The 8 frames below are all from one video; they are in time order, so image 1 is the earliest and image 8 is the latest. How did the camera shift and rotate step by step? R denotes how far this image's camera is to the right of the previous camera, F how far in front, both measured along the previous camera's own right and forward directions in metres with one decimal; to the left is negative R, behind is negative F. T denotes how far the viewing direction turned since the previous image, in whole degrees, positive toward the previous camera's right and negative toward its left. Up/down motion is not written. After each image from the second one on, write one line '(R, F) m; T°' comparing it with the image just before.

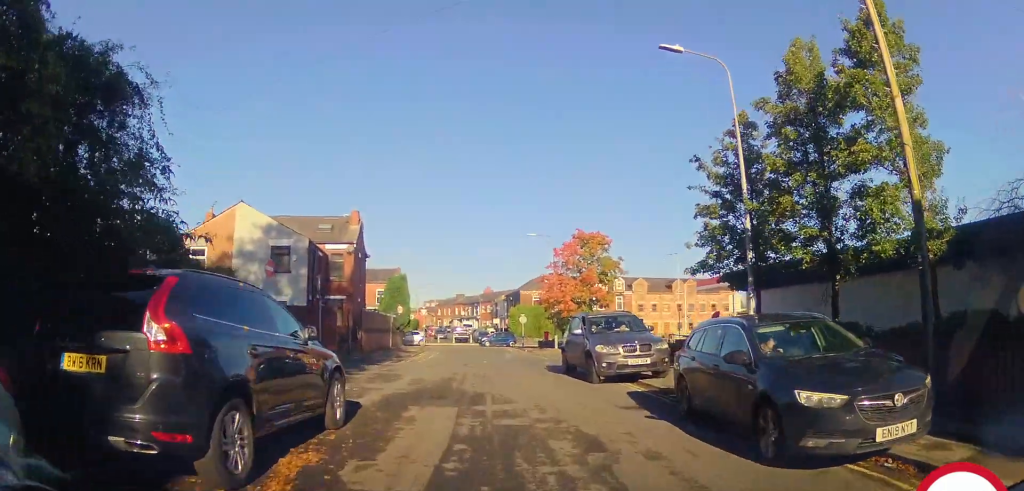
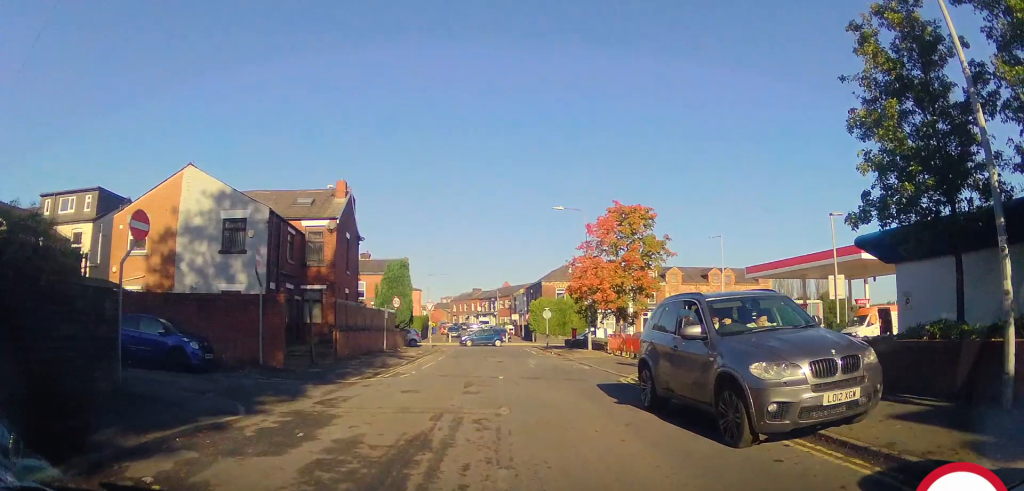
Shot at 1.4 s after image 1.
(-0.7, +7.7) m; -8°
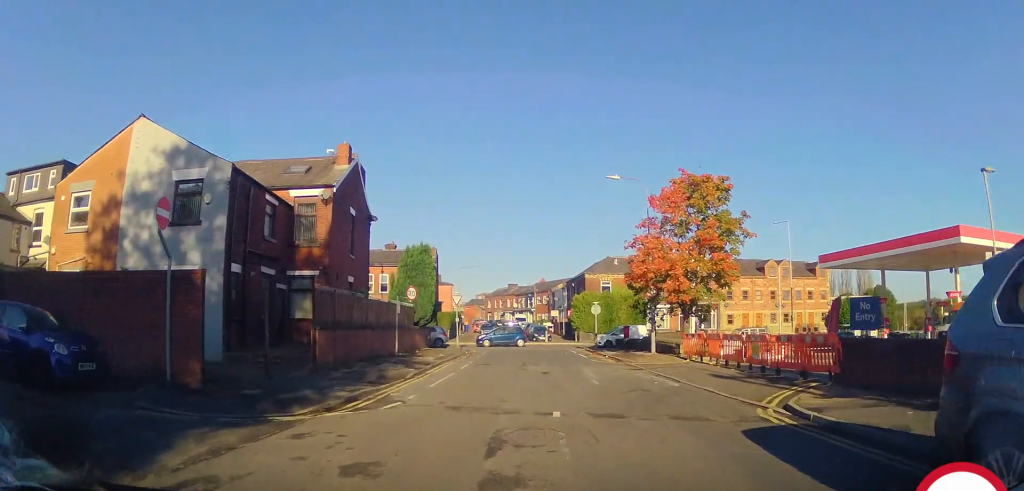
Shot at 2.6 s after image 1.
(+0.4, +6.5) m; +6°
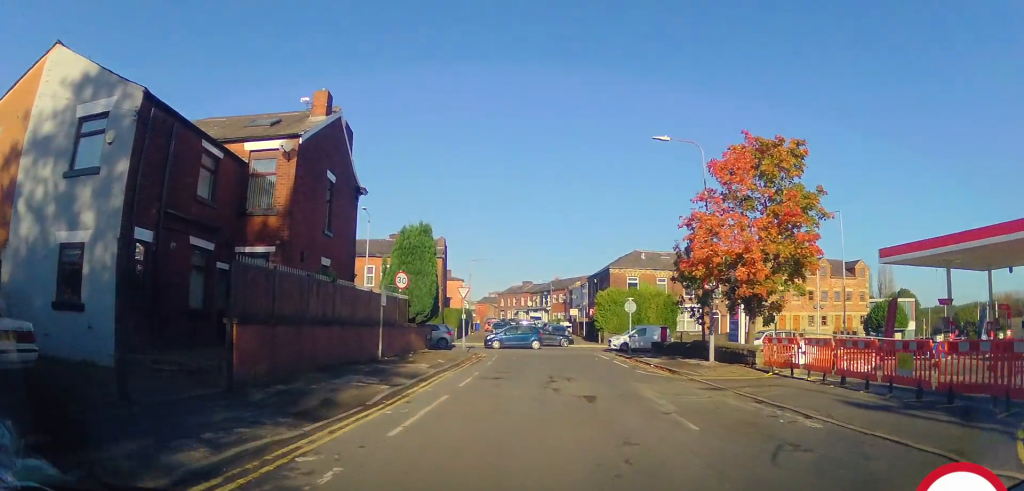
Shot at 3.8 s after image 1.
(+0.1, +6.0) m; -1°
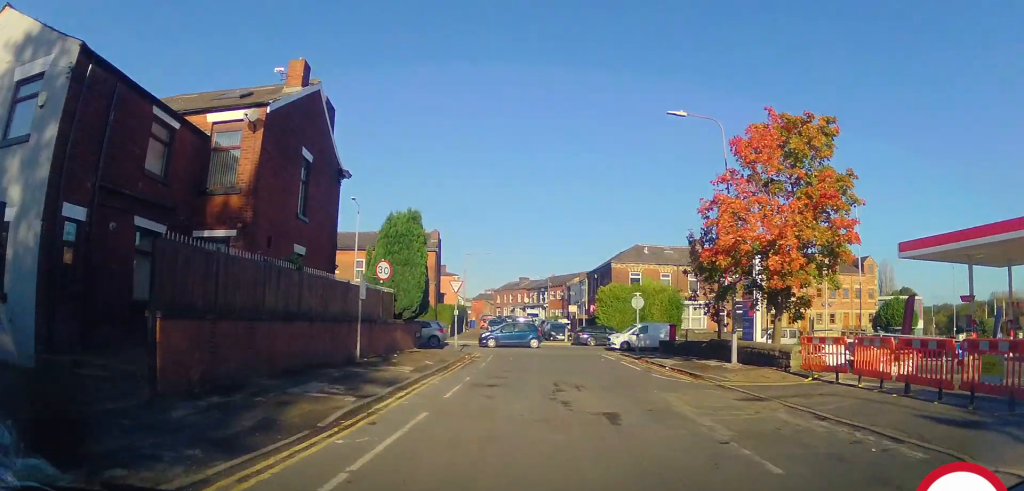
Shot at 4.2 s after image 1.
(-0.1, +2.5) m; -1°
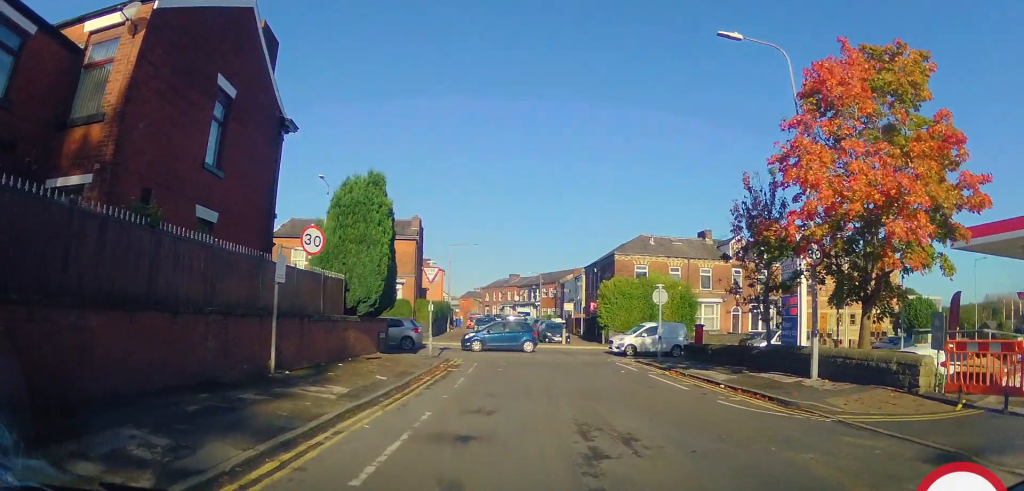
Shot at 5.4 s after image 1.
(-0.1, +5.9) m; -1°
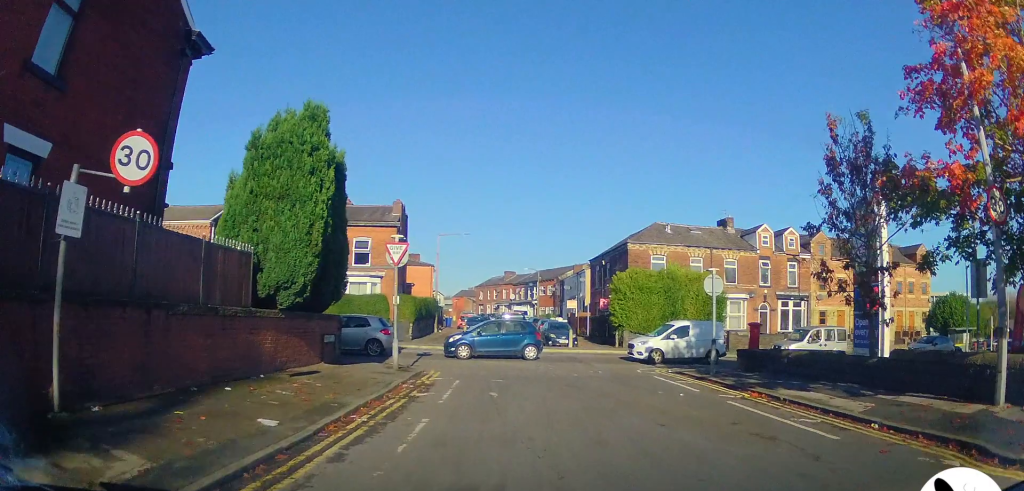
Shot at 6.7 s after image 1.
(+0.2, +6.3) m; +6°
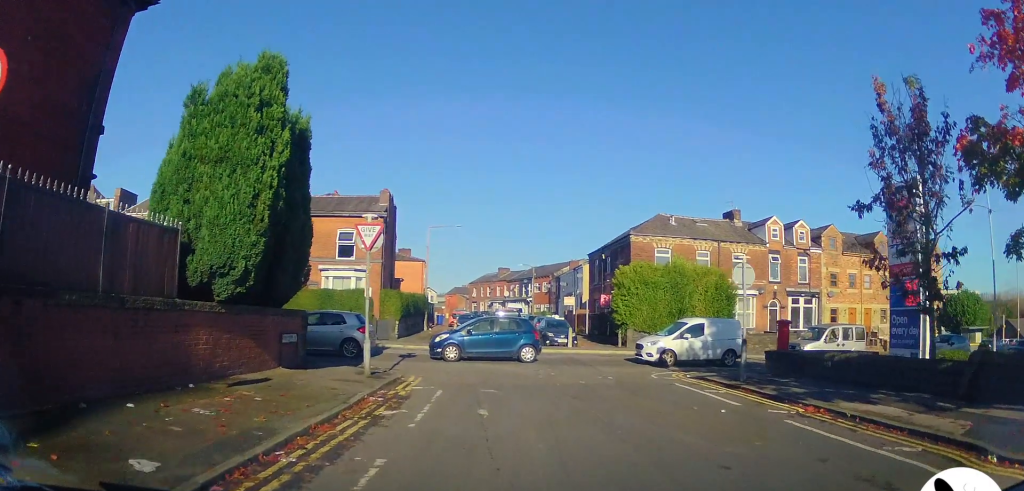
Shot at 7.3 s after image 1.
(+0.3, +2.6) m; 0°
